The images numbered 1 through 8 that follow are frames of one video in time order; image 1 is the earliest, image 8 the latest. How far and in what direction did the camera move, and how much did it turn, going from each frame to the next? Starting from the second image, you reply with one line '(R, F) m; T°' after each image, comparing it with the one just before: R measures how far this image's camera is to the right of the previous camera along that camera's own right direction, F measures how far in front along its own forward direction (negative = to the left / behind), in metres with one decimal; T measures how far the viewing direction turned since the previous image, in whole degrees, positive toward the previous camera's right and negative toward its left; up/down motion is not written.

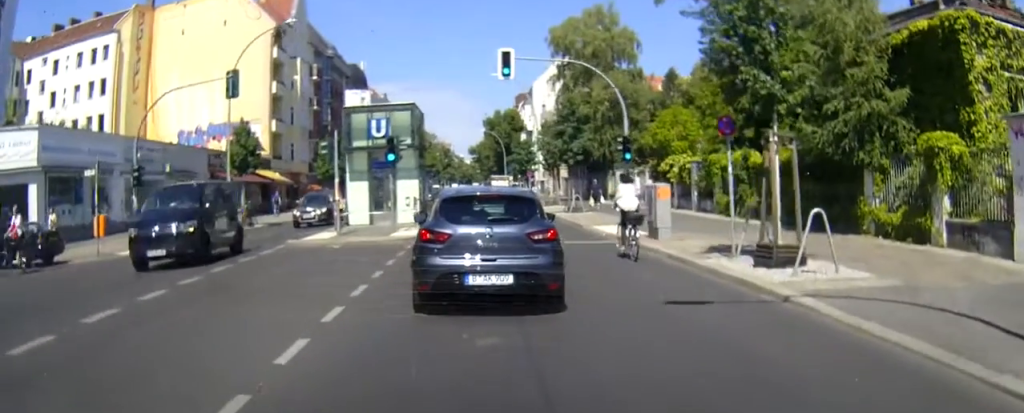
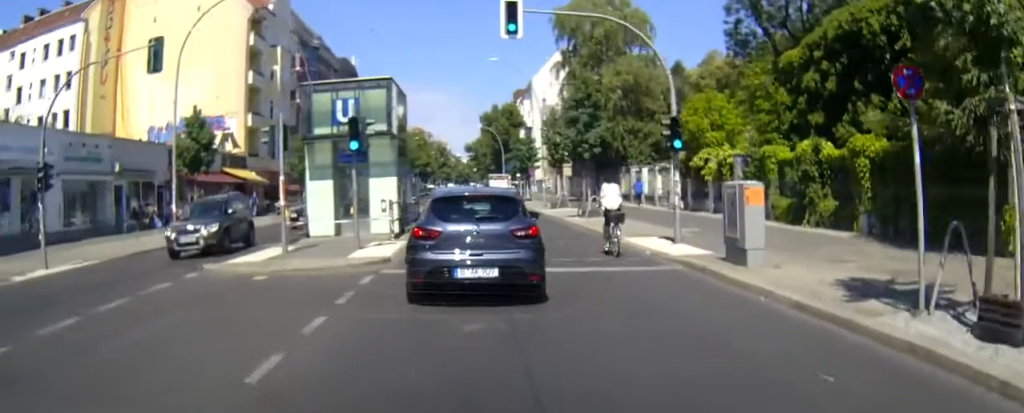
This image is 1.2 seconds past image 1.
(-0.2, +6.8) m; -2°
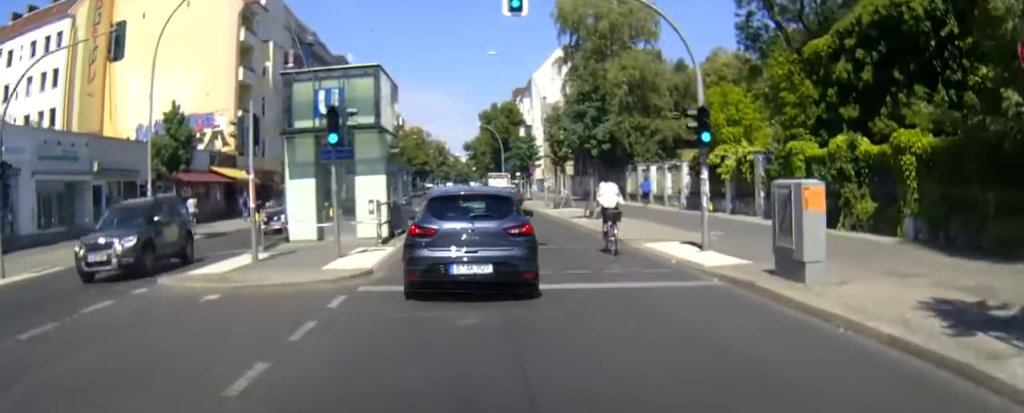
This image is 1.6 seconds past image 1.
(0.0, +2.4) m; 0°
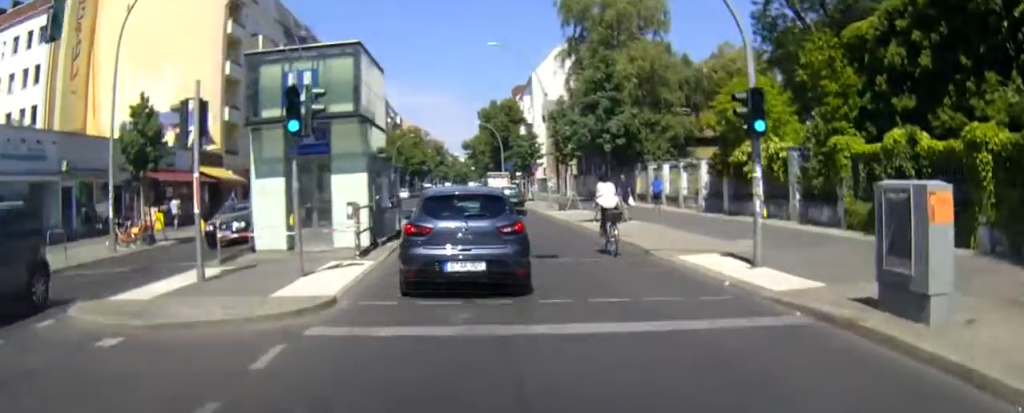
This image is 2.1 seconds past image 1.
(0.0, +3.4) m; -1°
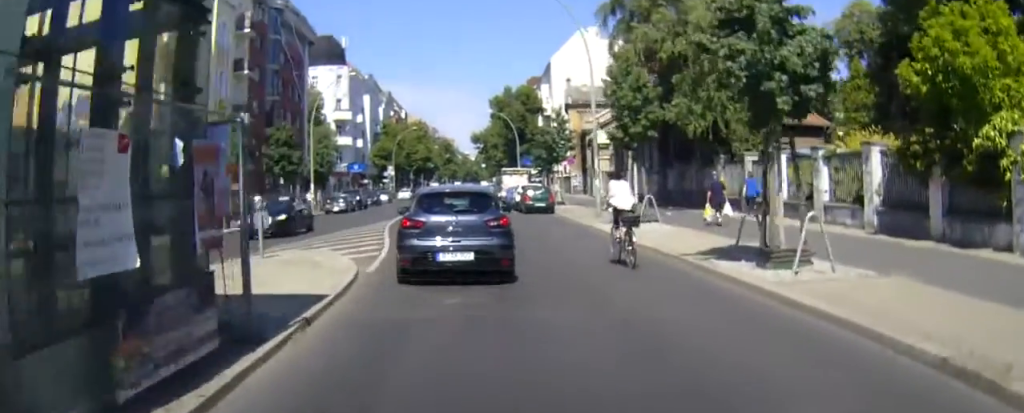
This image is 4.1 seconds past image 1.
(-0.3, +14.4) m; -2°
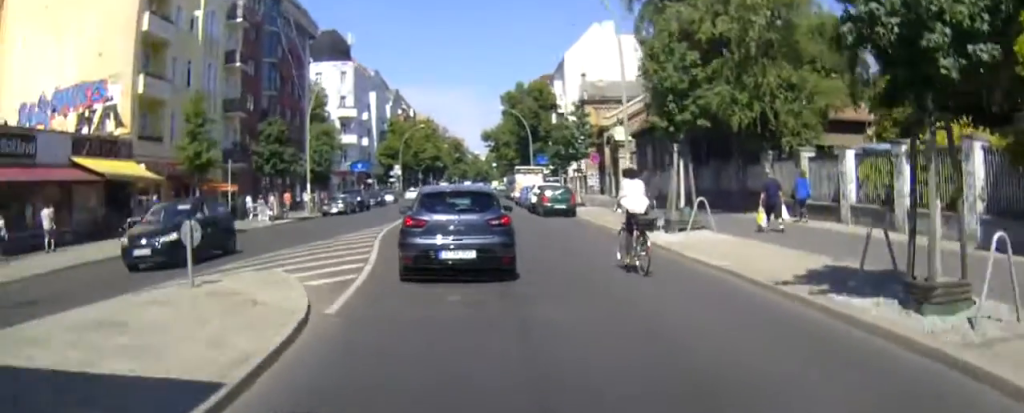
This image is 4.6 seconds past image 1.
(0.0, +4.4) m; -1°
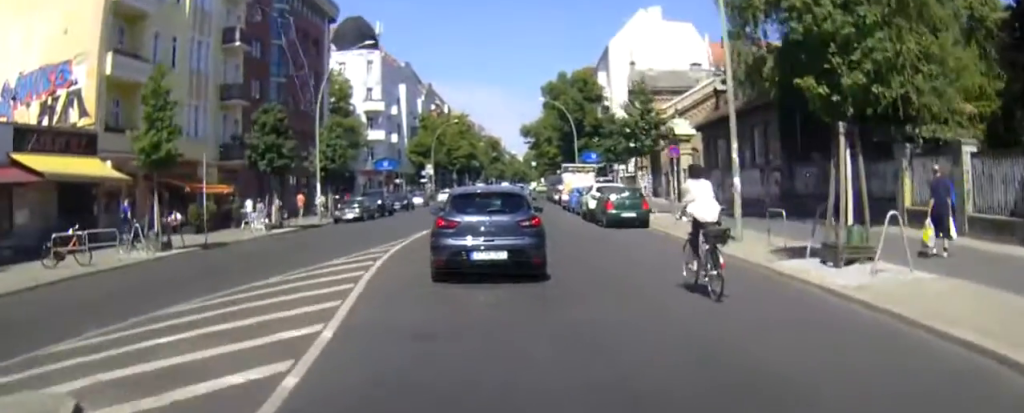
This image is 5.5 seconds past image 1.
(-0.1, +8.0) m; -1°
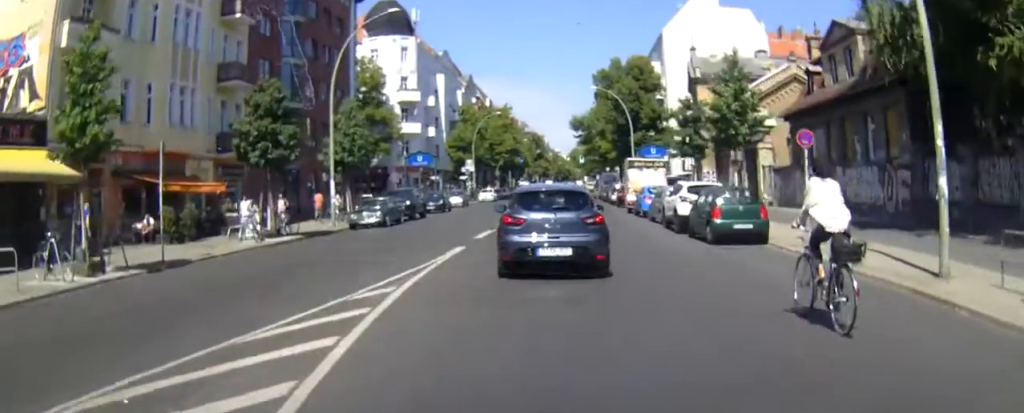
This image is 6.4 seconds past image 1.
(-0.1, +7.8) m; -1°
